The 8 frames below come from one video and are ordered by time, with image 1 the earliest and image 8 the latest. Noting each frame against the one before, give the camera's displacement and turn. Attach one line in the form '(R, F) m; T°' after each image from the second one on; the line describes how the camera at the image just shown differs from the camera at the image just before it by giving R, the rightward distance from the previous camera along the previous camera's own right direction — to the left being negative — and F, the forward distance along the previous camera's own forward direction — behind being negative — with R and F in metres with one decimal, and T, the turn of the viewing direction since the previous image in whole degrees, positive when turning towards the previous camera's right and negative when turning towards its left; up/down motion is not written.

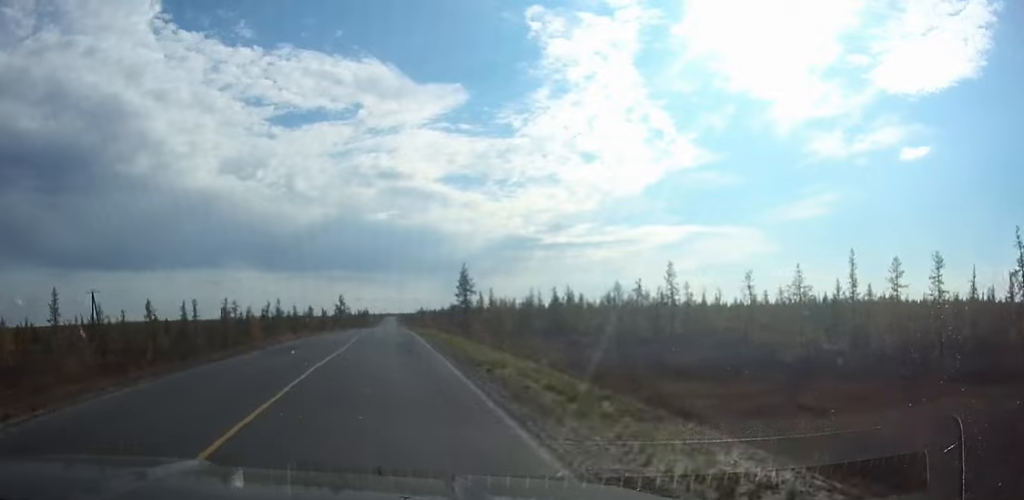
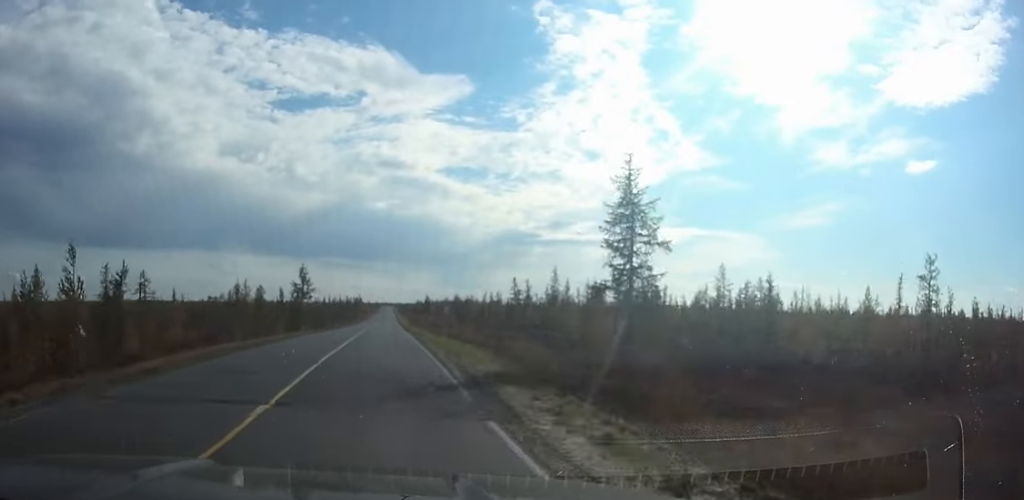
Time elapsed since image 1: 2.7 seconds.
(0.0, +61.8) m; 0°
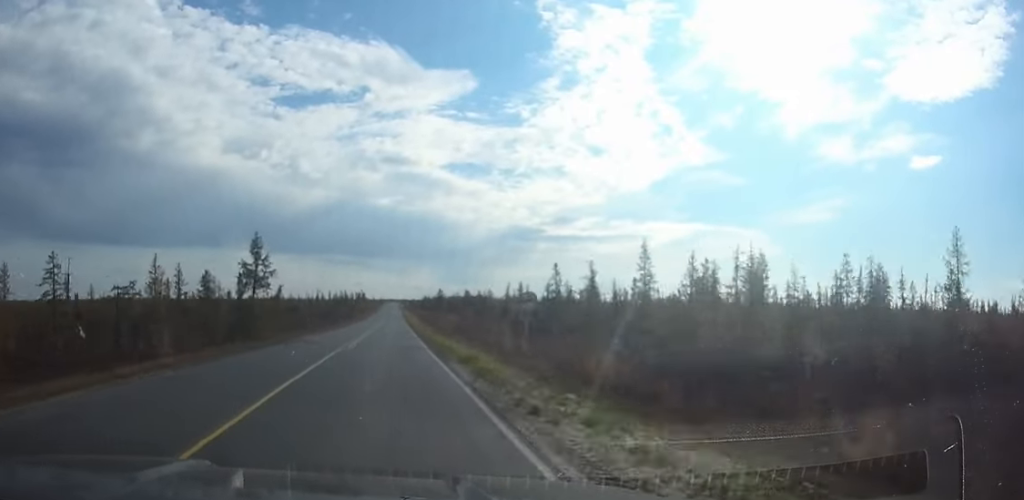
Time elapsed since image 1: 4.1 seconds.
(-0.1, +31.5) m; 0°
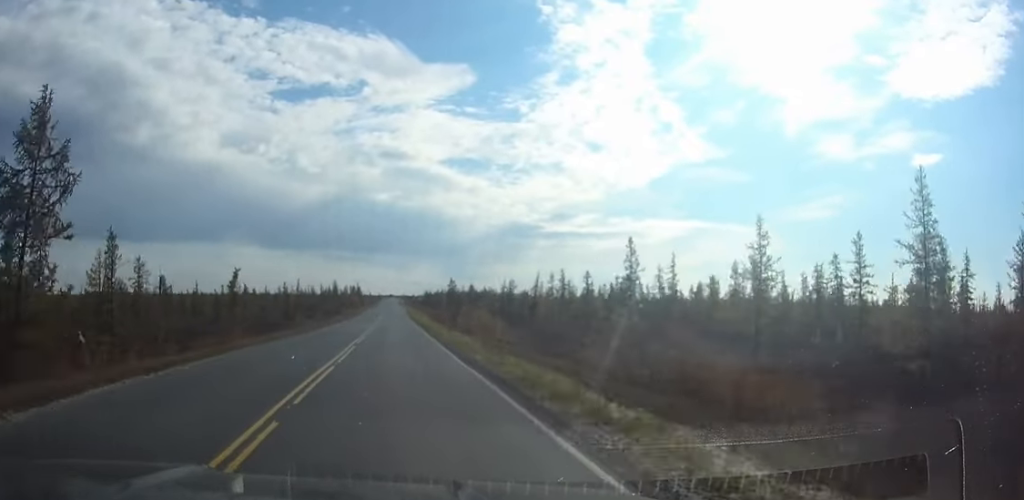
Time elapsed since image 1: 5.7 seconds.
(+0.1, +36.1) m; 0°
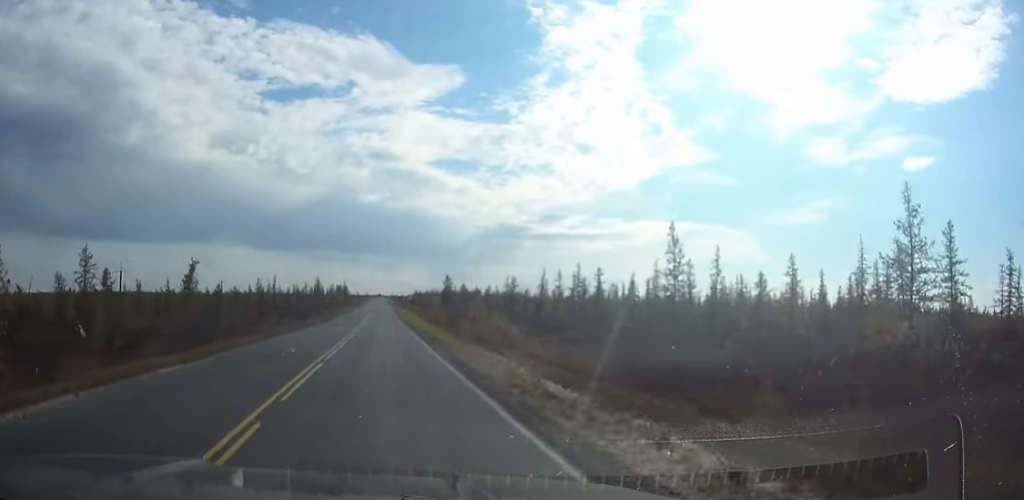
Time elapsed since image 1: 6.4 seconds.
(+0.1, +14.6) m; 0°
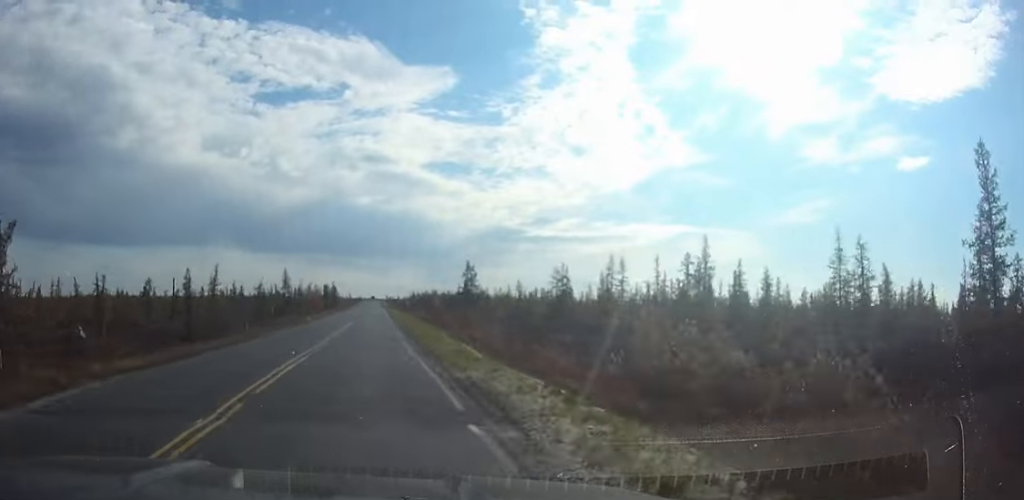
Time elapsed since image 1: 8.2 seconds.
(+0.1, +37.0) m; 0°
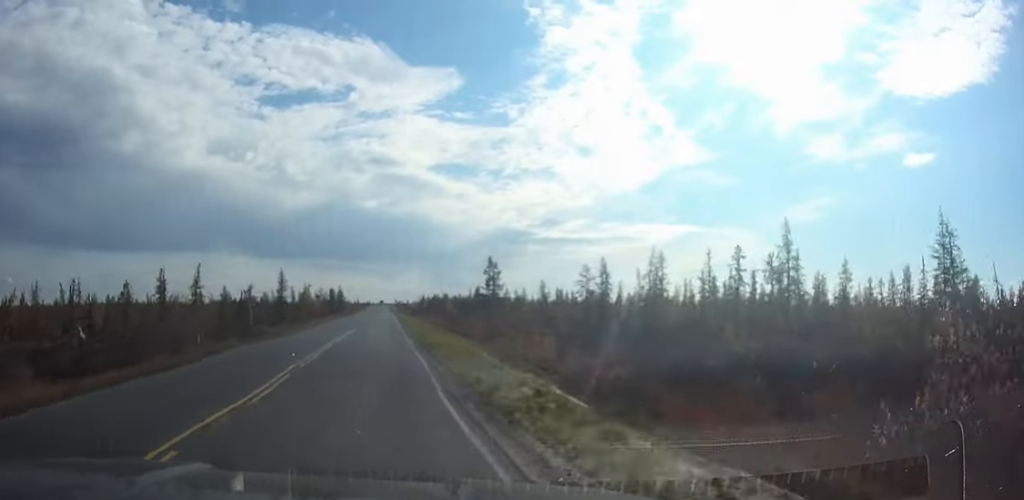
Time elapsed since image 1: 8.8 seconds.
(0.0, +12.2) m; 0°
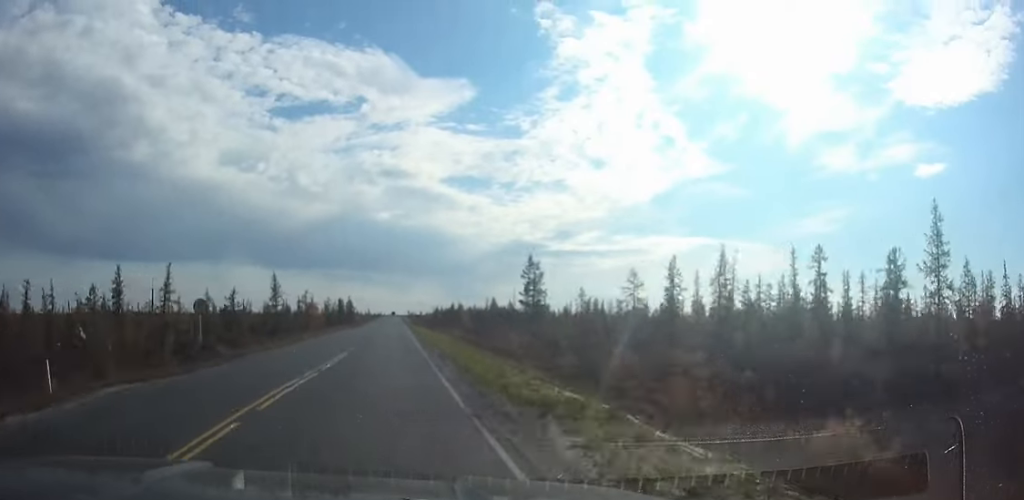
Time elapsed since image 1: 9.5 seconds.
(0.0, +14.2) m; 0°
